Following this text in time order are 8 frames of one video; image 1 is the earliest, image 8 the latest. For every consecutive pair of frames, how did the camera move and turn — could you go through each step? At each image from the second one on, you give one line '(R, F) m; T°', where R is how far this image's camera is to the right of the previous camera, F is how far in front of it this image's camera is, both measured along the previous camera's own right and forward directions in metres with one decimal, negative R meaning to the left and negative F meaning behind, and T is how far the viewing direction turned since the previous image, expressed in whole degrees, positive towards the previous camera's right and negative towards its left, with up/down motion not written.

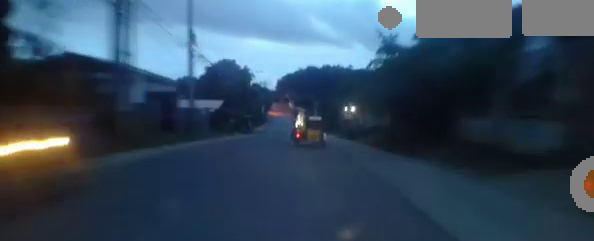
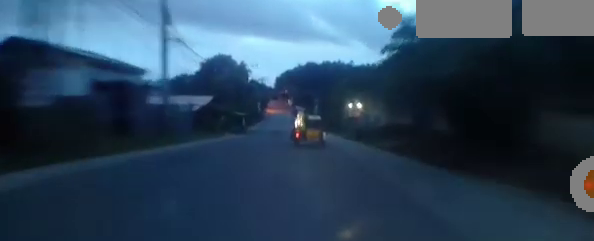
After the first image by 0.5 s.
(0.0, +5.4) m; 0°
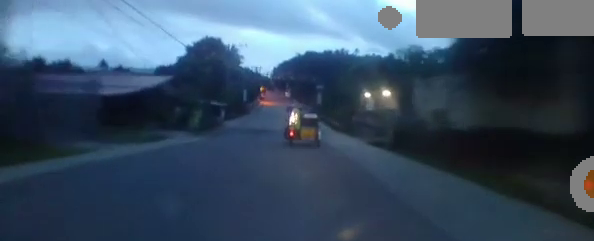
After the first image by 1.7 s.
(0.0, +13.1) m; 0°
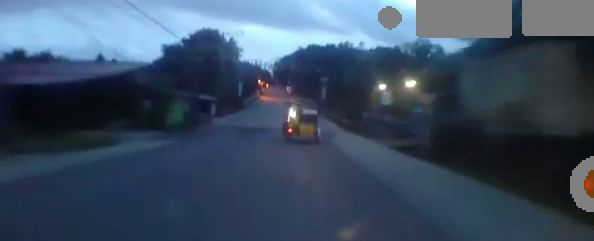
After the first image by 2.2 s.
(0.0, +5.2) m; 0°
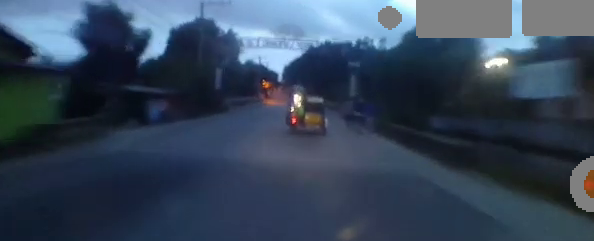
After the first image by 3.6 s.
(-0.2, +15.5) m; -3°
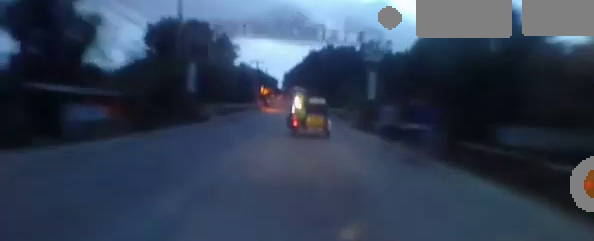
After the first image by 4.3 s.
(-0.1, +6.7) m; -2°
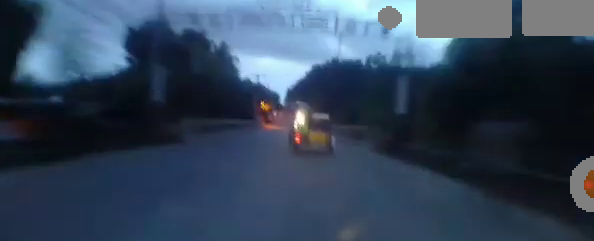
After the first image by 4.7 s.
(-0.1, +4.4) m; 0°
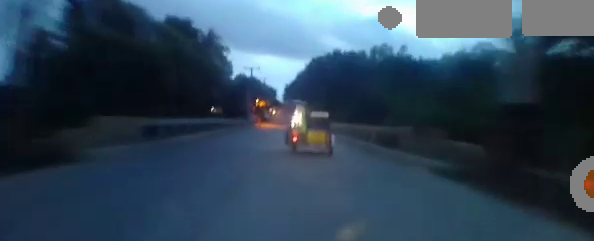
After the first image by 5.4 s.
(-0.1, +7.0) m; -1°
